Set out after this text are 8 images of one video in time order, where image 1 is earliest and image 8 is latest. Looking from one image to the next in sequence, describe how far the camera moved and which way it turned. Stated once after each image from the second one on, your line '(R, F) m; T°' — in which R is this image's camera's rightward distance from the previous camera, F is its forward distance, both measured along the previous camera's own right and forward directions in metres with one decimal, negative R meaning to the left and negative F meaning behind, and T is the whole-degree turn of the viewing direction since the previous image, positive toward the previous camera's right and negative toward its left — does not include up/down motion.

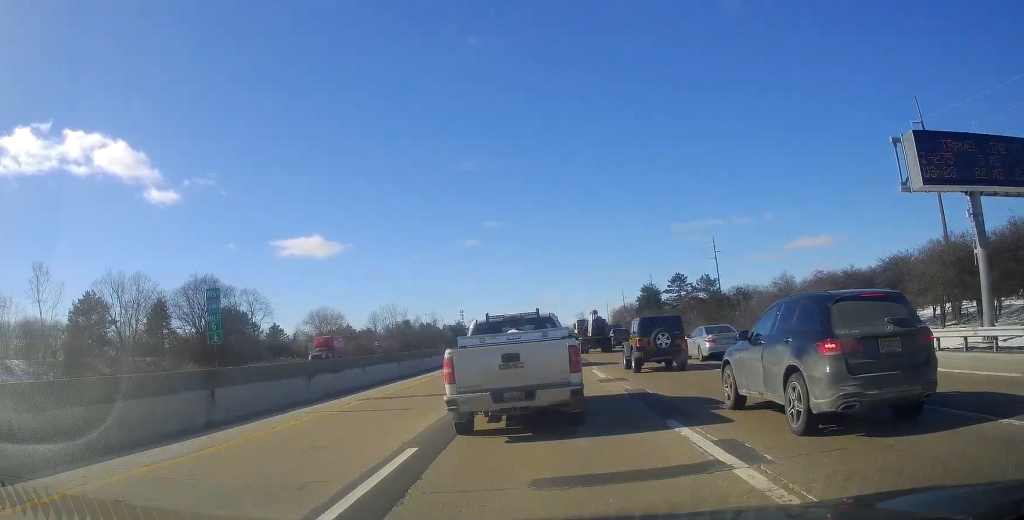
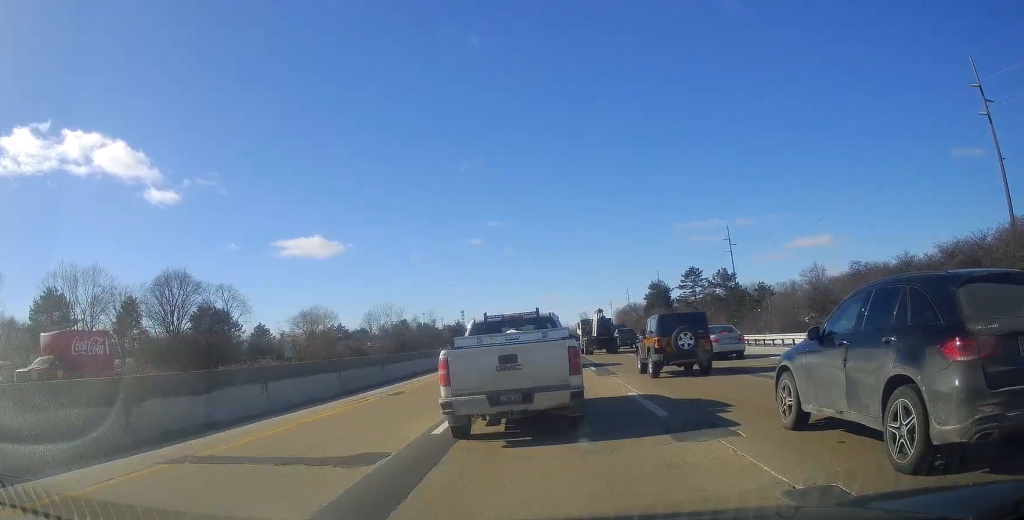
(0.0, +10.6) m; 0°
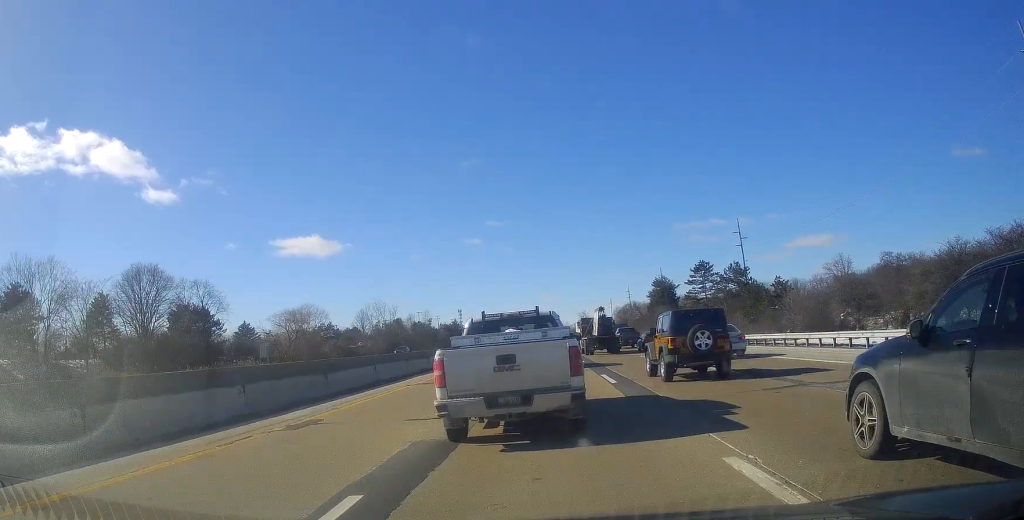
(0.0, +8.0) m; 0°
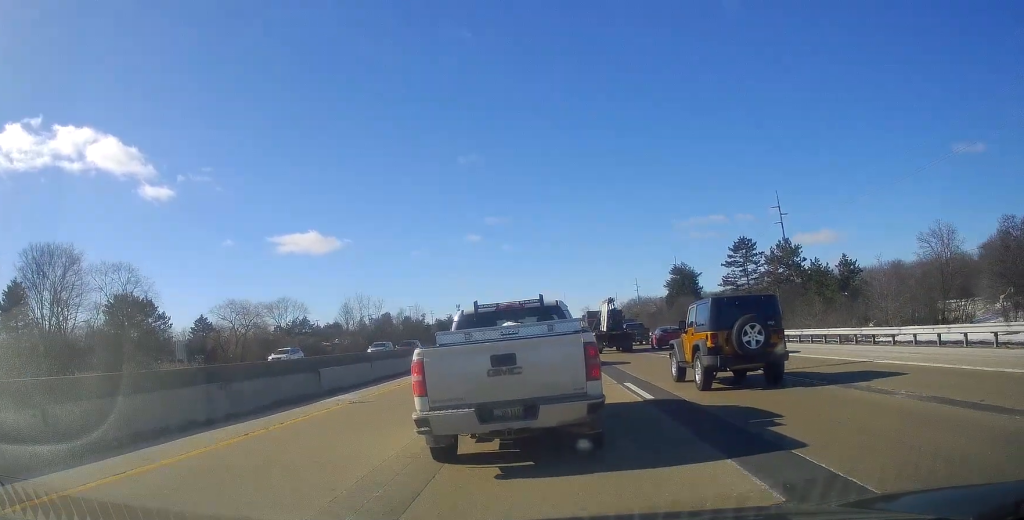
(-0.3, +19.9) m; -4°
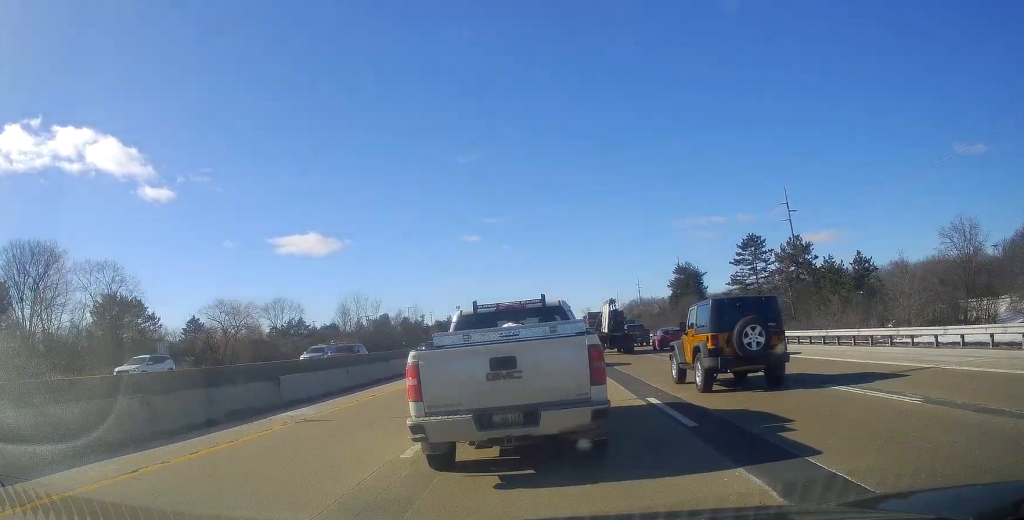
(-0.1, +3.6) m; -1°
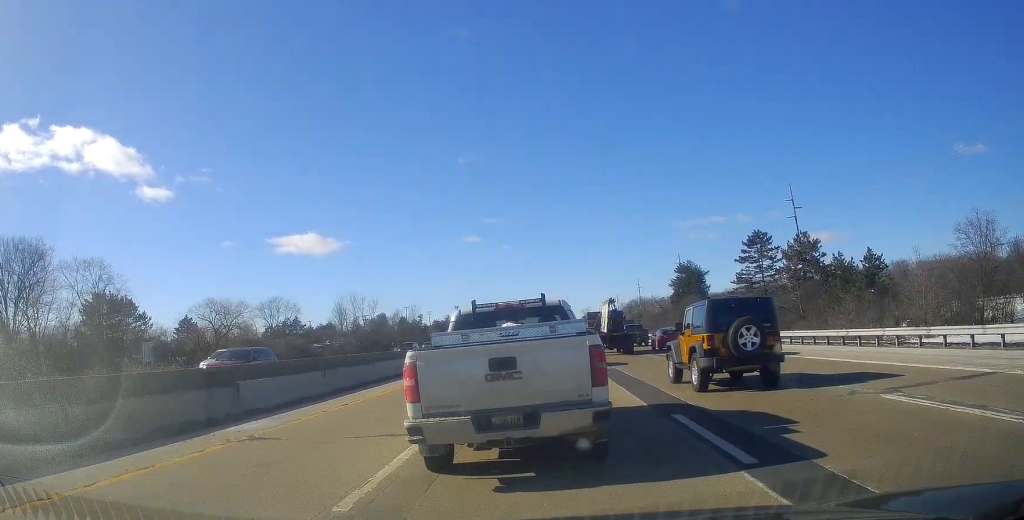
(0.0, +2.6) m; +1°
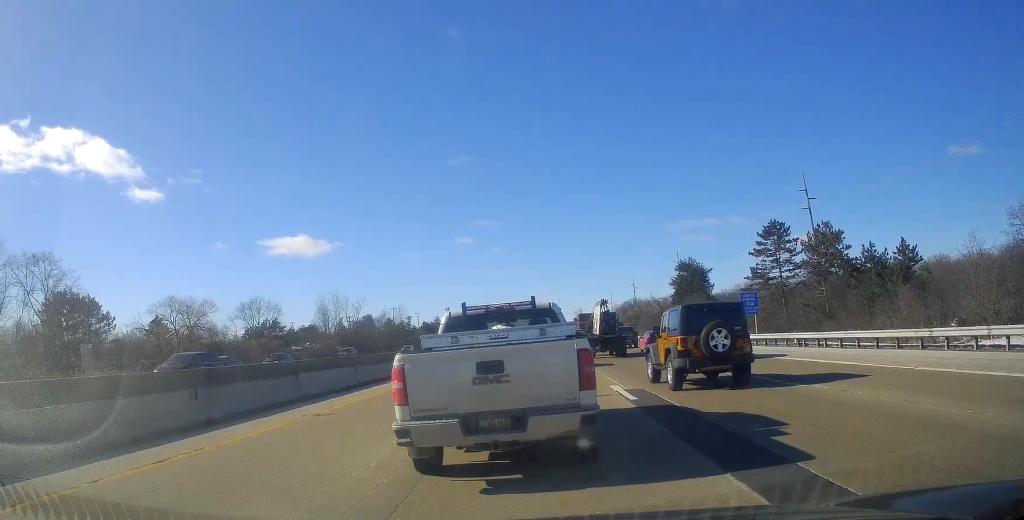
(+0.2, +8.0) m; +3°
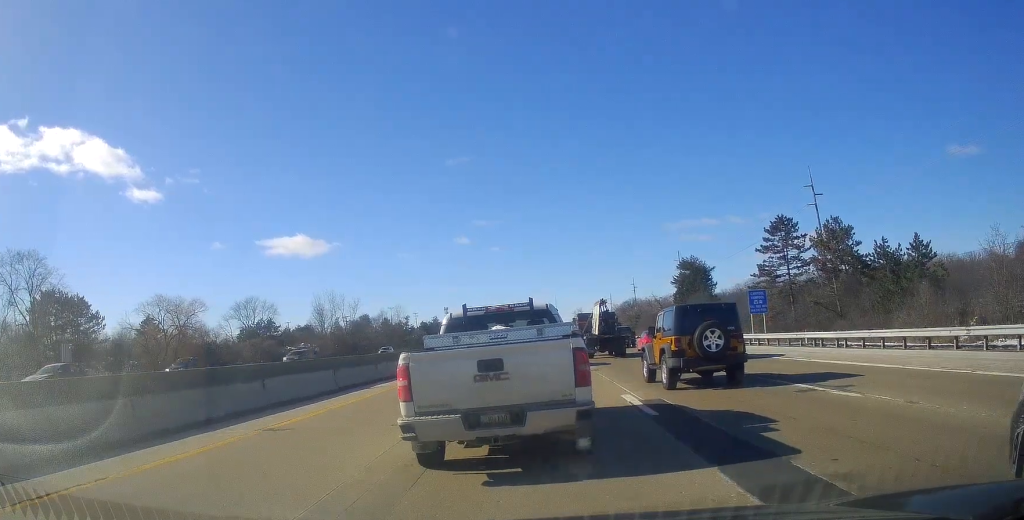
(0.0, +2.4) m; +1°
